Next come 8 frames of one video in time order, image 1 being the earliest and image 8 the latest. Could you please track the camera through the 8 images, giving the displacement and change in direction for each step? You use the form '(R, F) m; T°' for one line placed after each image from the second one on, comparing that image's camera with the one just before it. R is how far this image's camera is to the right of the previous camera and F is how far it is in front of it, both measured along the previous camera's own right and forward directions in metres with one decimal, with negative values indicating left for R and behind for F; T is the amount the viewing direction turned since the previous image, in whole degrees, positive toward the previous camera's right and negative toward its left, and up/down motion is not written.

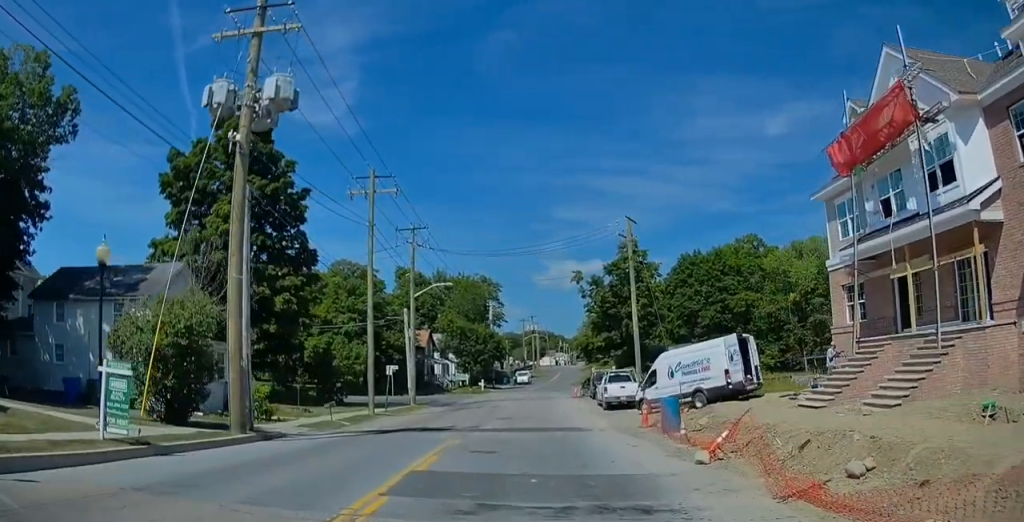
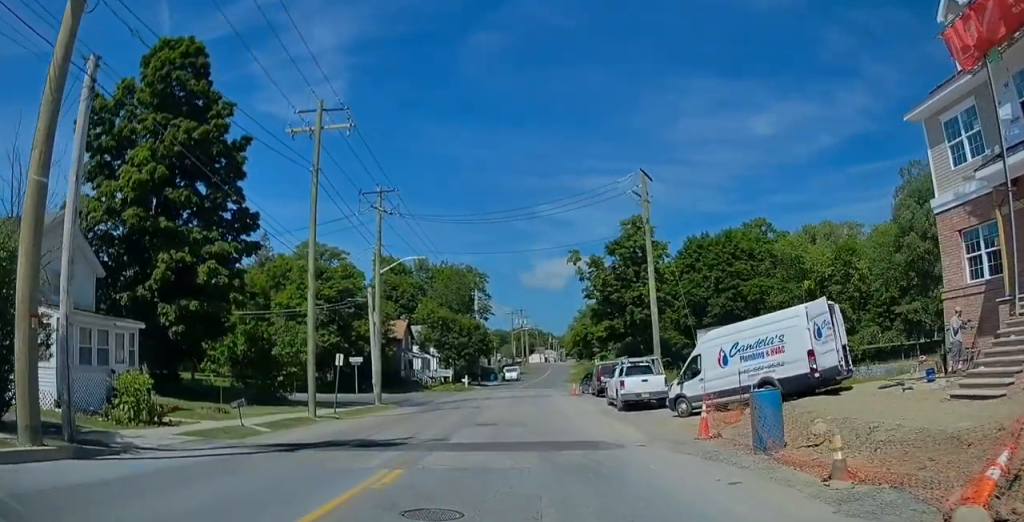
(+0.3, +8.2) m; +3°
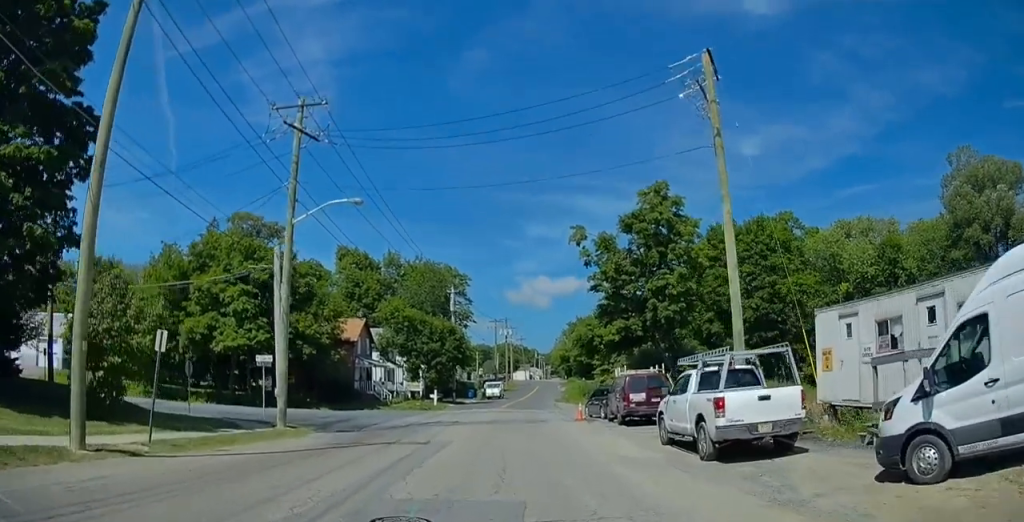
(0.0, +13.2) m; +1°
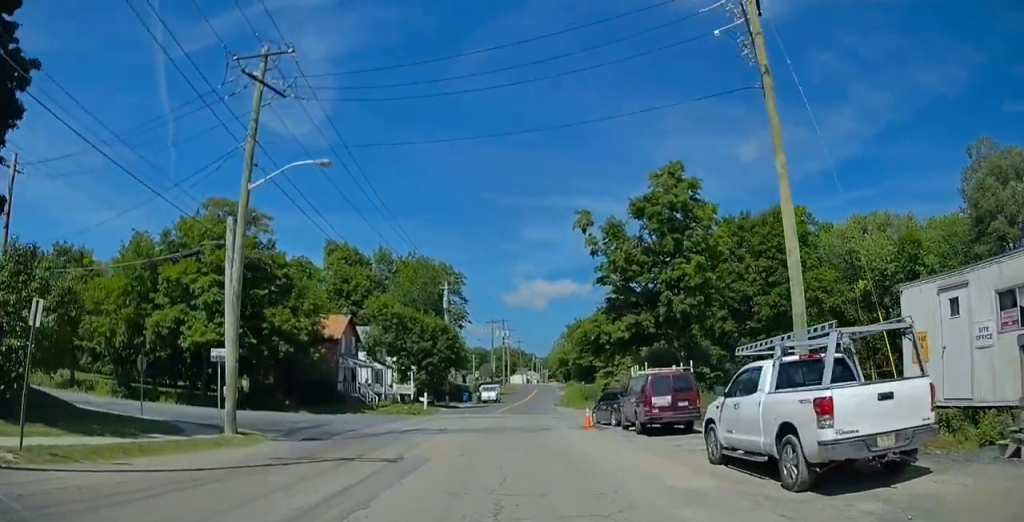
(0.0, +4.5) m; 0°
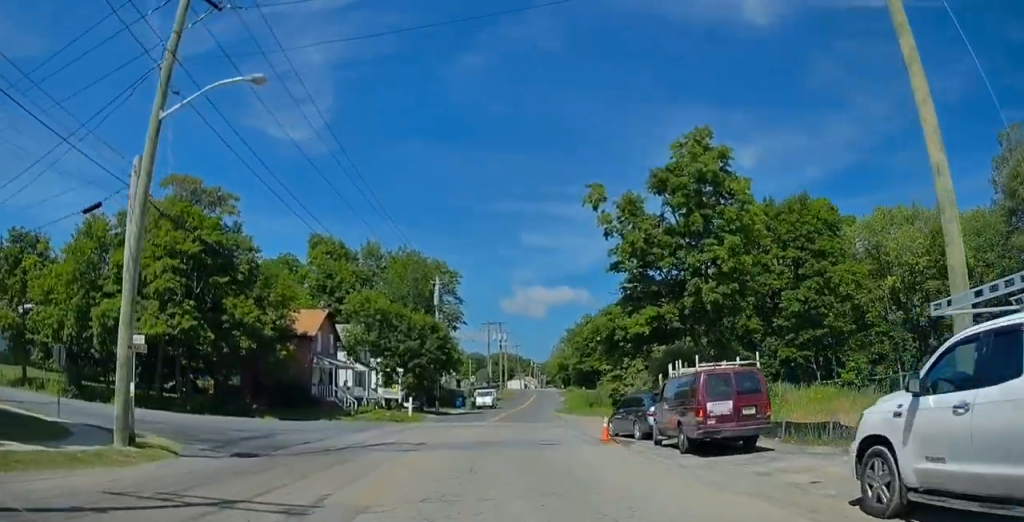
(+0.3, +6.0) m; 0°
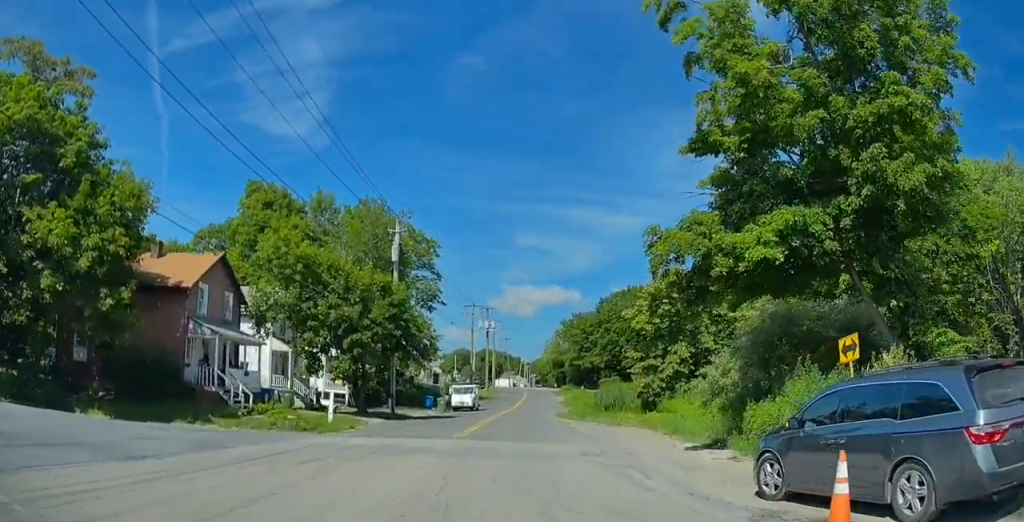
(-1.2, +16.9) m; -5°
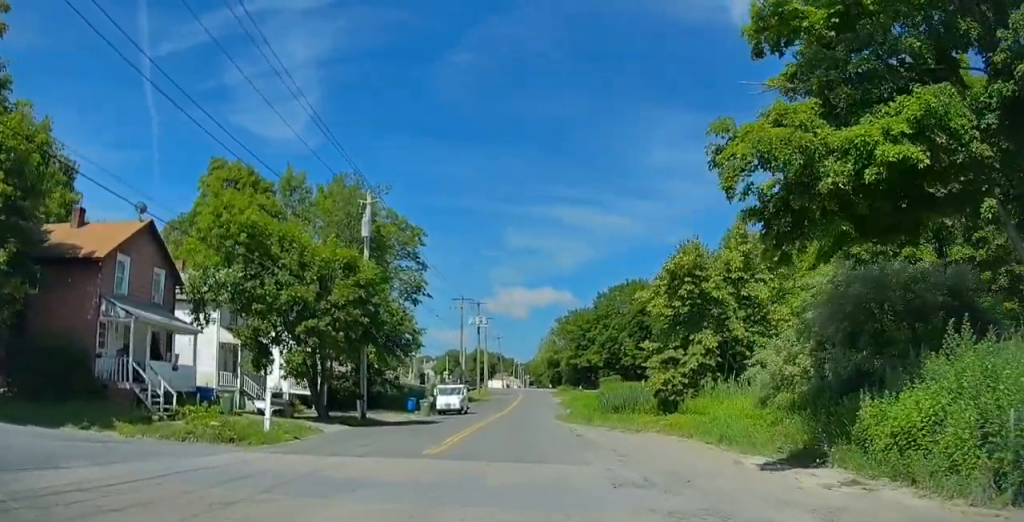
(0.0, +6.3) m; +1°
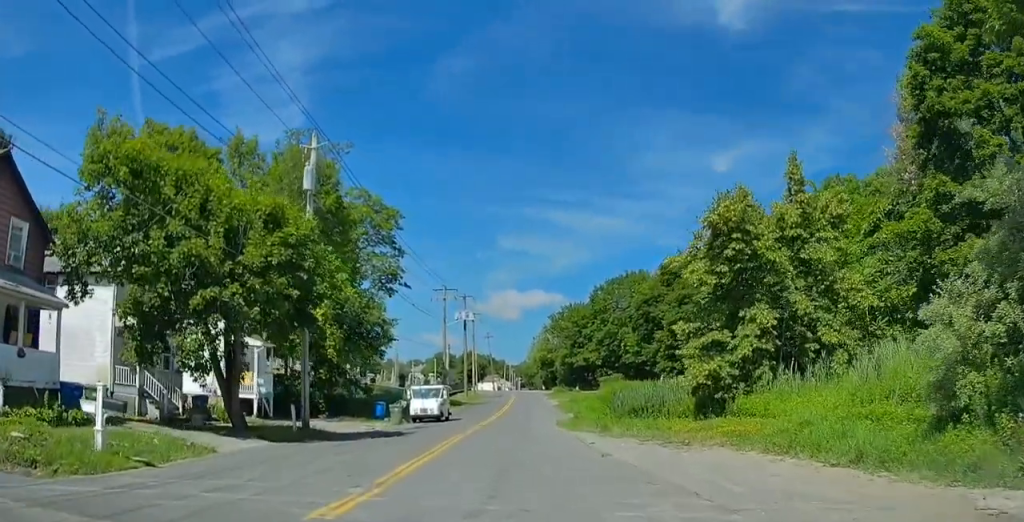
(+0.3, +8.4) m; +2°
